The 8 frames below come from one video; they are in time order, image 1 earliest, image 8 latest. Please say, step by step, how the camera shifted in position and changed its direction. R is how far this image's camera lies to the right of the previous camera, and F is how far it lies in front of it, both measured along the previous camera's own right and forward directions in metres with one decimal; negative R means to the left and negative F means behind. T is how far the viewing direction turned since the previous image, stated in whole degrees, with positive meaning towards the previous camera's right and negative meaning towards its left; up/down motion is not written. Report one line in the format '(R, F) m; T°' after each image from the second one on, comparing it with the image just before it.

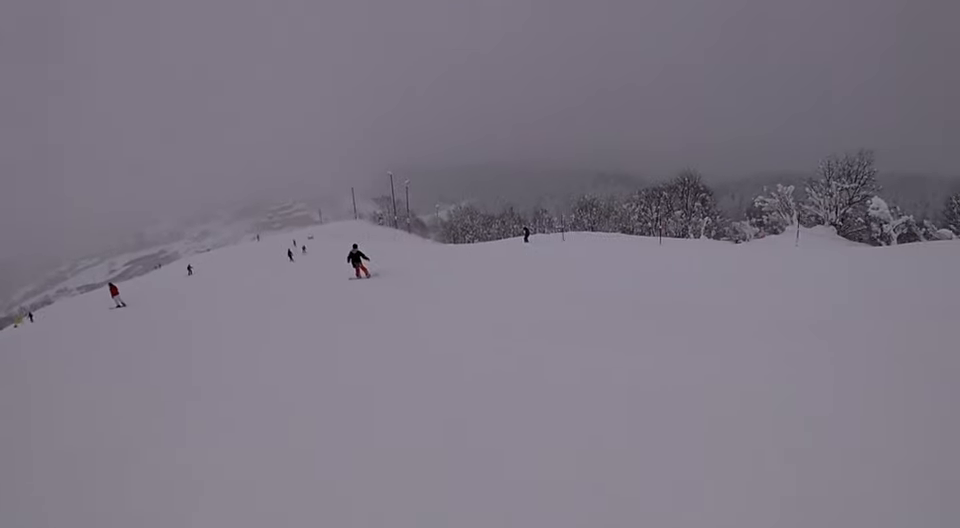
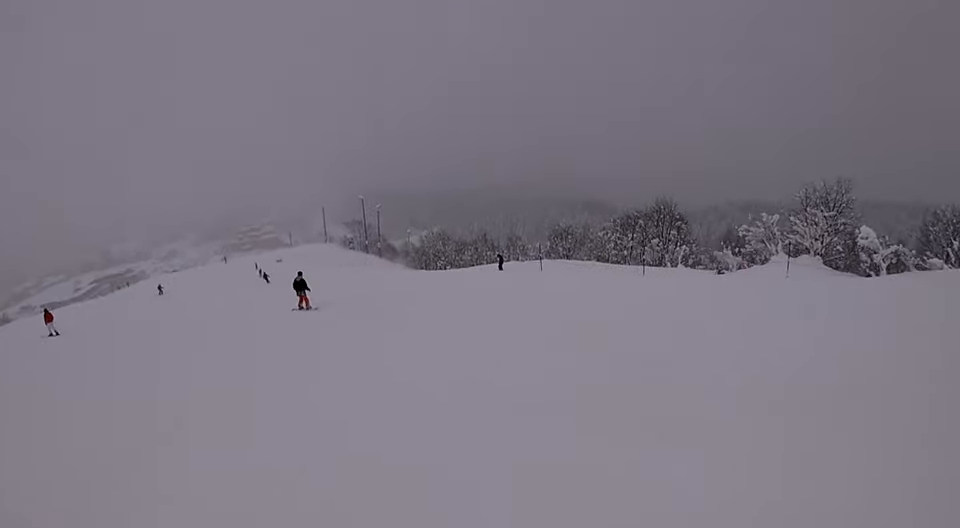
(+0.4, +1.9) m; +5°
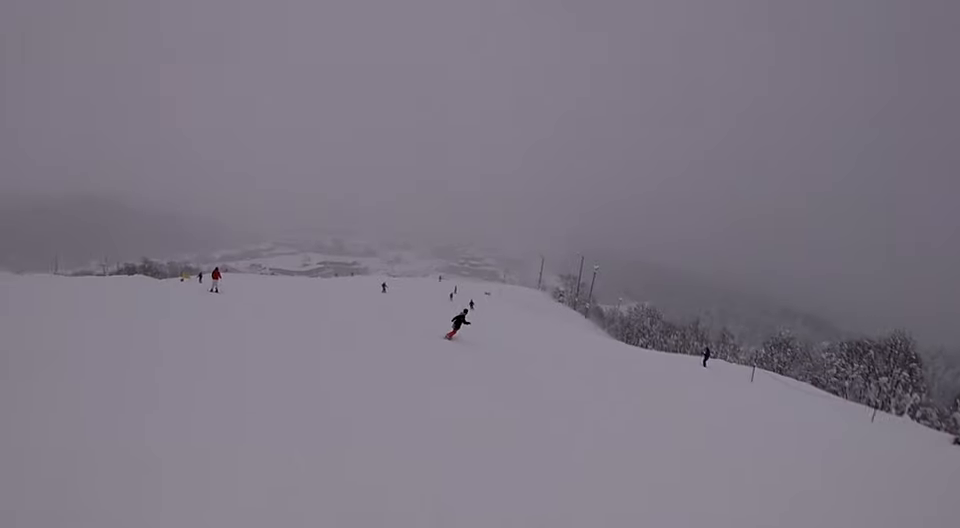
(+0.4, +3.3) m; +3°
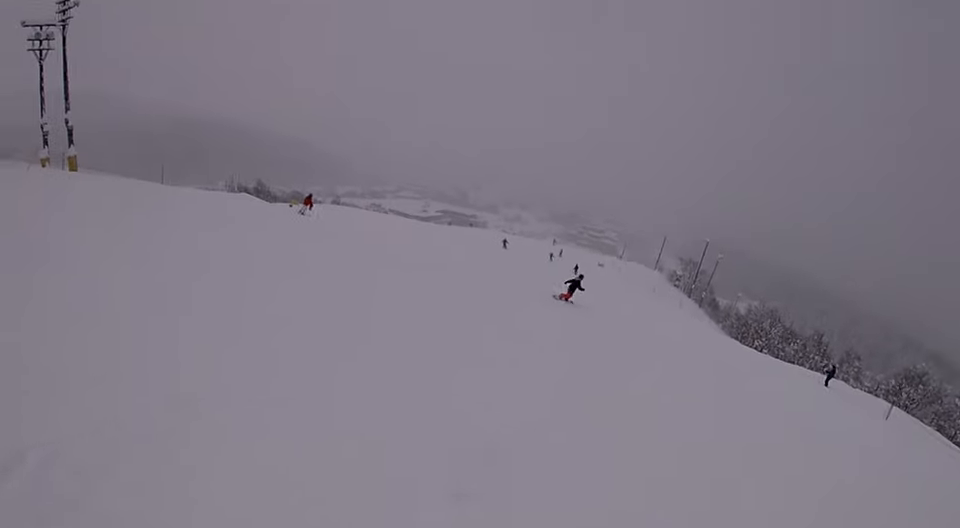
(+0.2, +3.0) m; -10°
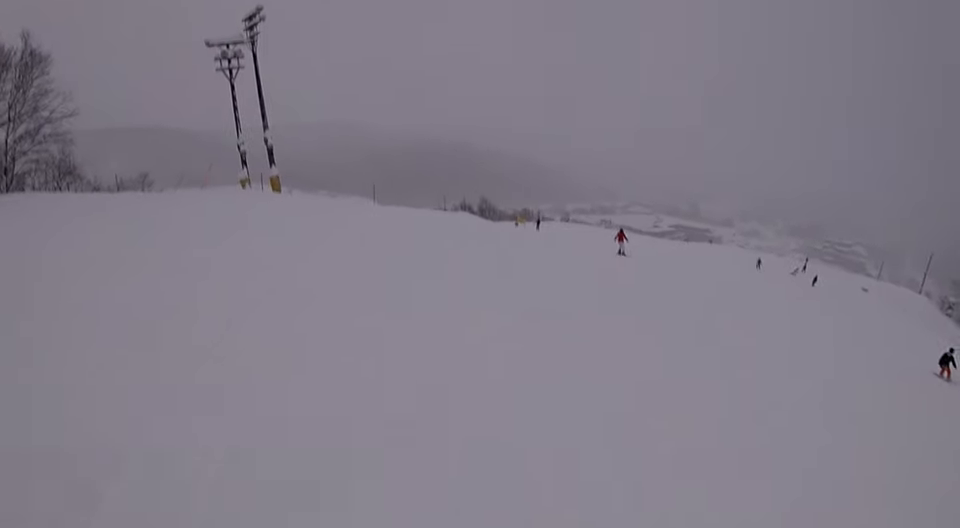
(-2.7, +6.4) m; -34°
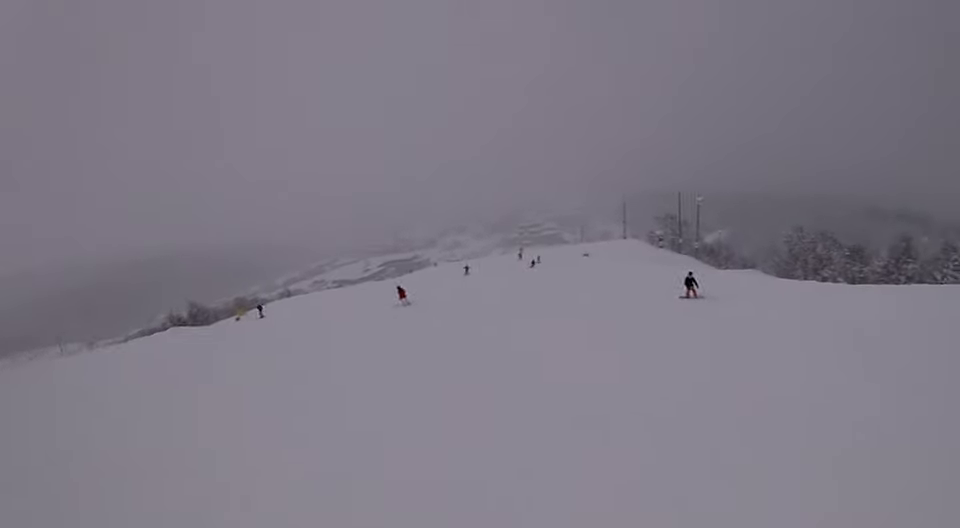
(+0.5, +5.3) m; +34°
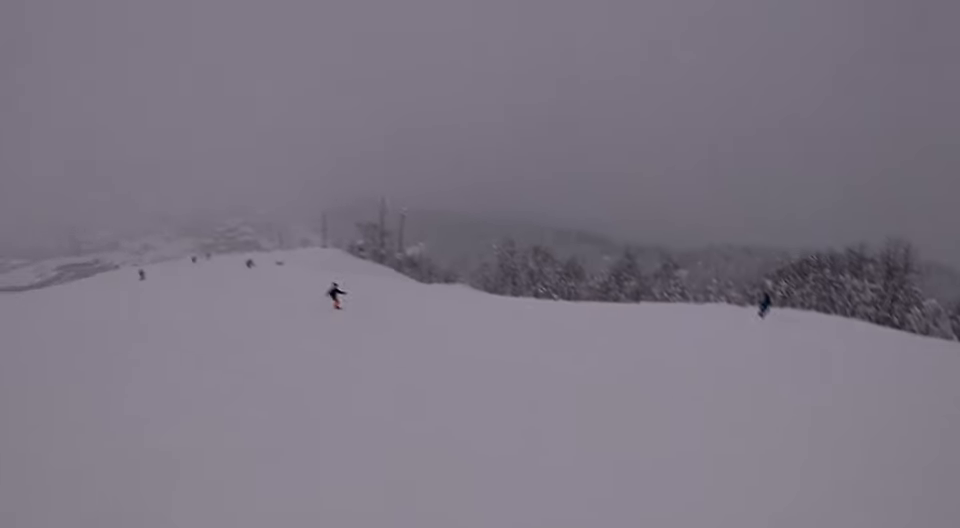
(+4.0, +8.3) m; +25°
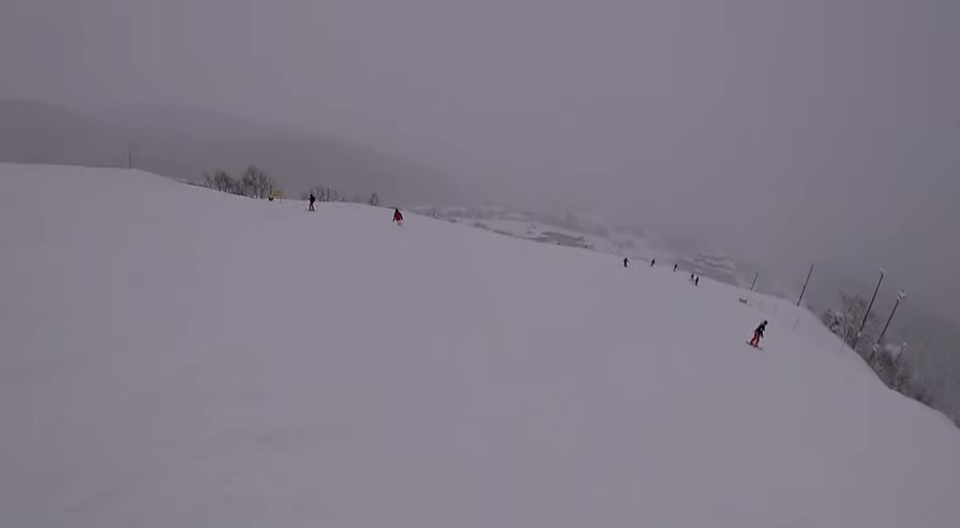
(-2.1, +7.4) m; -37°
